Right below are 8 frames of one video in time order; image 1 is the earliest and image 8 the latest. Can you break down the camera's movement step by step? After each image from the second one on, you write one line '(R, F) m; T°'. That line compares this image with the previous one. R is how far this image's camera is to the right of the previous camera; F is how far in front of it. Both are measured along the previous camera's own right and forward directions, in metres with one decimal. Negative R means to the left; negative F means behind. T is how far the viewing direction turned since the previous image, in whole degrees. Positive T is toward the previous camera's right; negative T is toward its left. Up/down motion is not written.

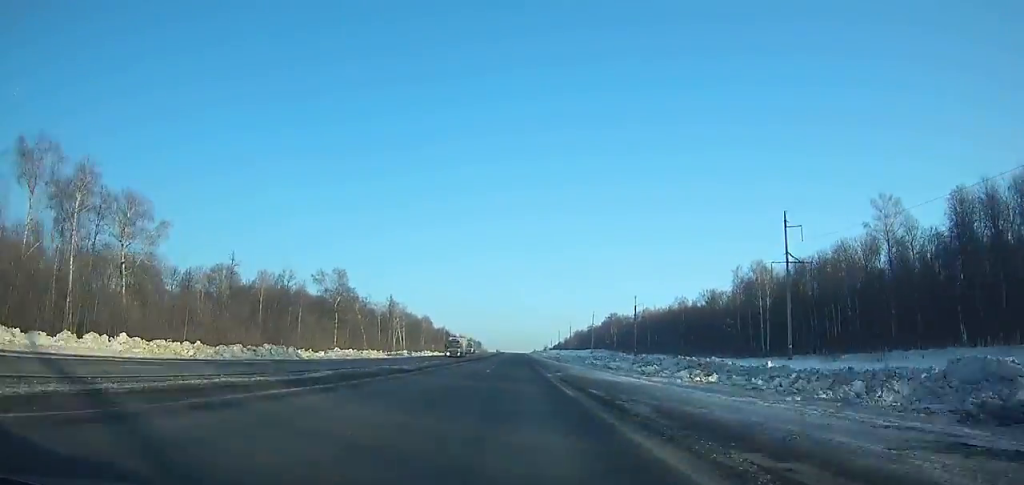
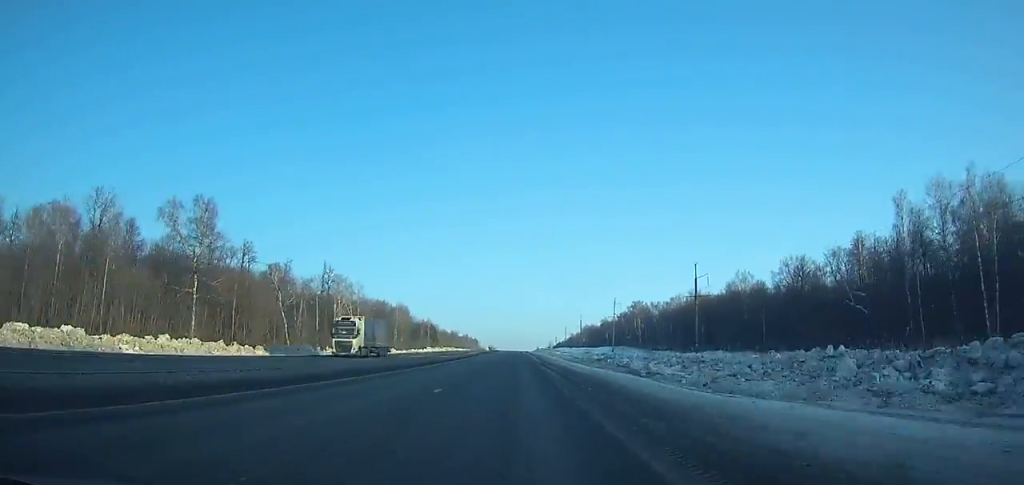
(-0.3, +72.2) m; 0°
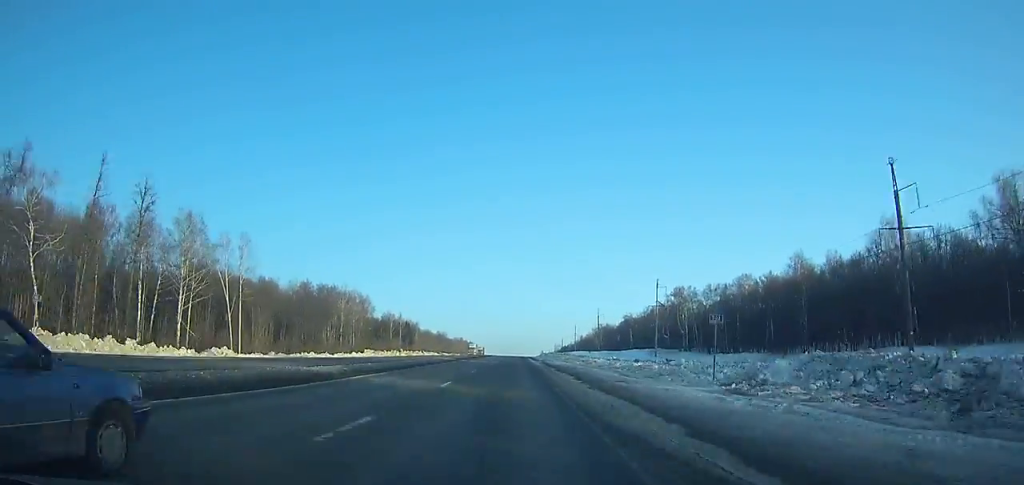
(-0.2, +78.4) m; -1°
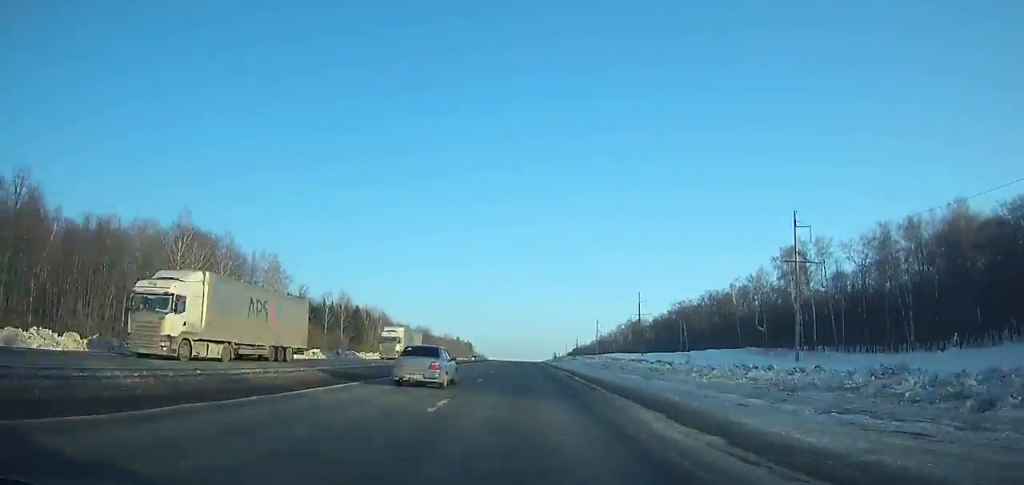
(-0.2, +88.8) m; 0°
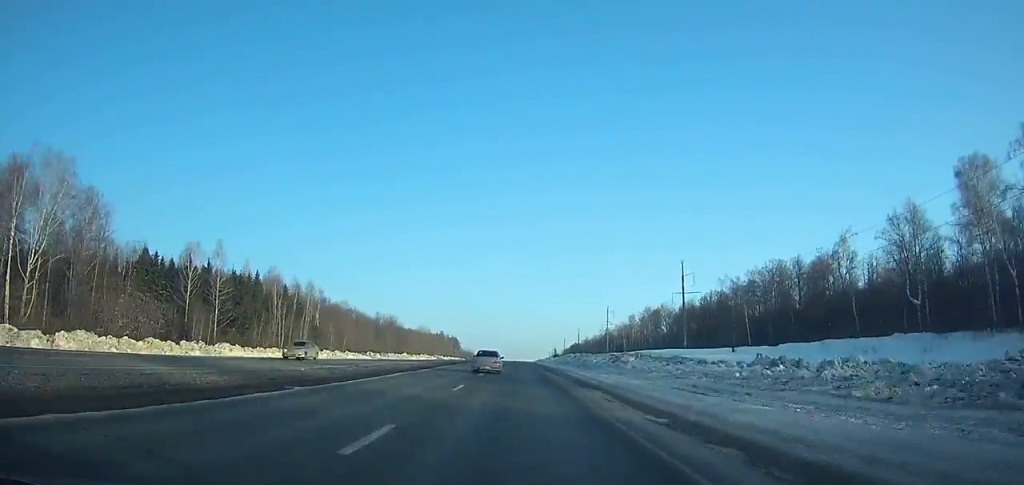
(+0.3, +65.6) m; 0°
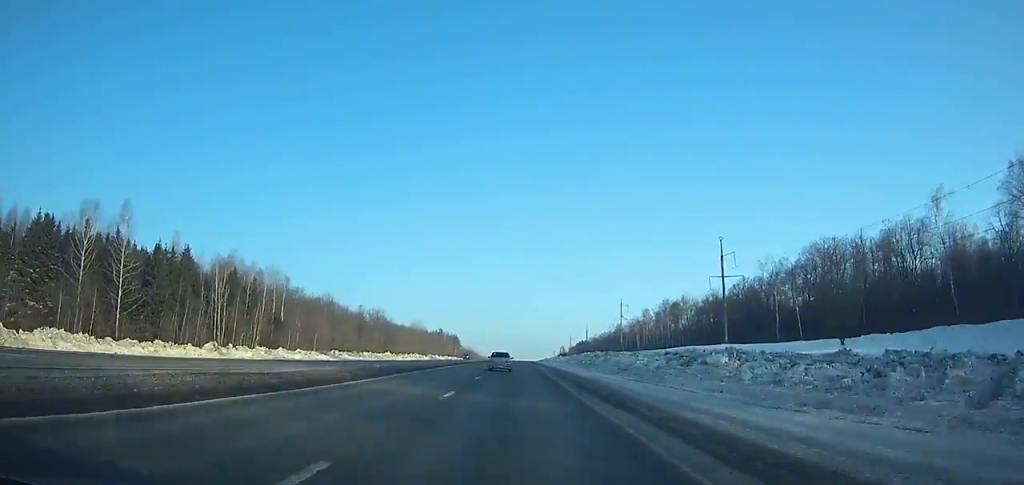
(-0.1, +27.2) m; 0°
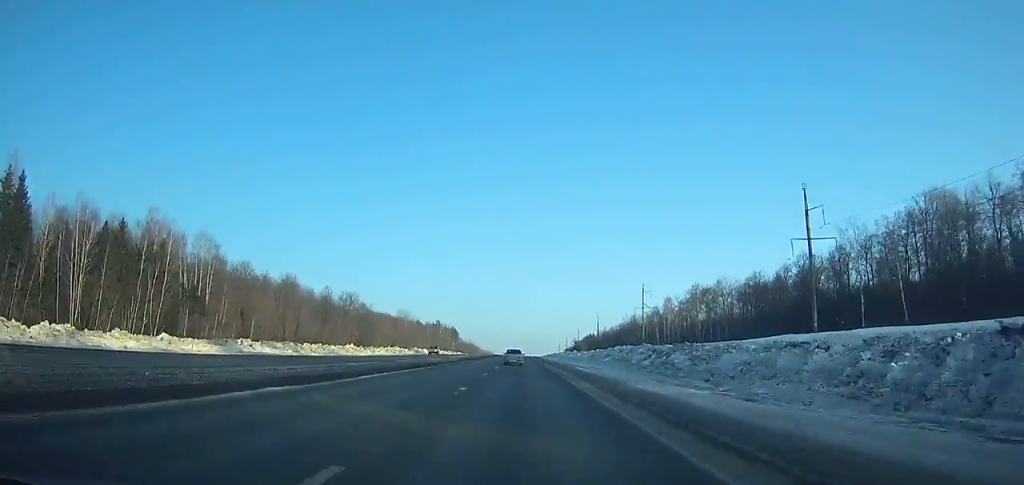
(0.0, +36.4) m; 0°
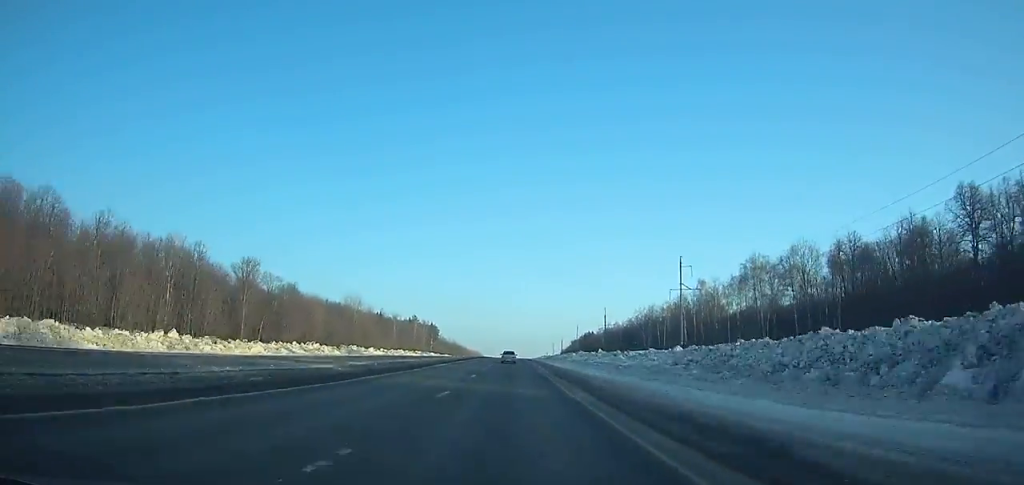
(+0.3, +59.5) m; 0°
